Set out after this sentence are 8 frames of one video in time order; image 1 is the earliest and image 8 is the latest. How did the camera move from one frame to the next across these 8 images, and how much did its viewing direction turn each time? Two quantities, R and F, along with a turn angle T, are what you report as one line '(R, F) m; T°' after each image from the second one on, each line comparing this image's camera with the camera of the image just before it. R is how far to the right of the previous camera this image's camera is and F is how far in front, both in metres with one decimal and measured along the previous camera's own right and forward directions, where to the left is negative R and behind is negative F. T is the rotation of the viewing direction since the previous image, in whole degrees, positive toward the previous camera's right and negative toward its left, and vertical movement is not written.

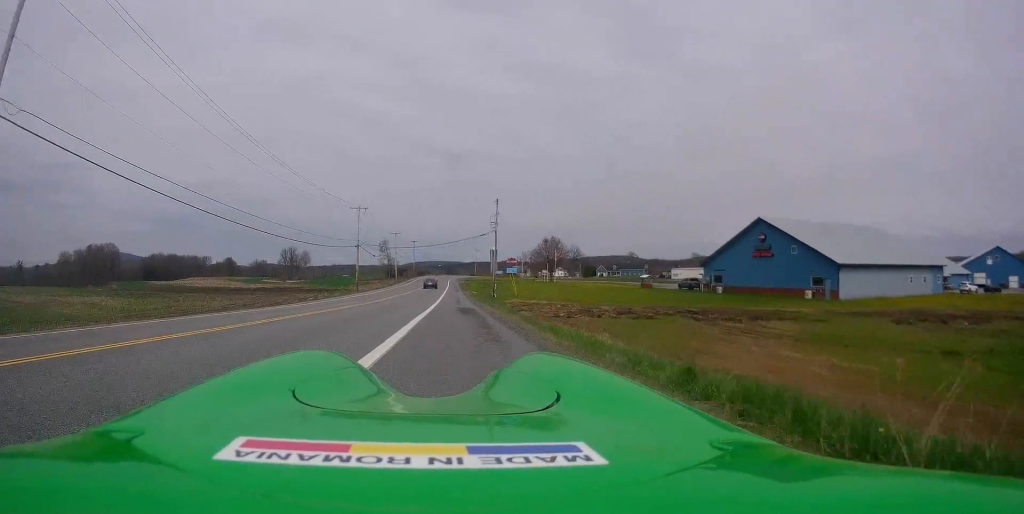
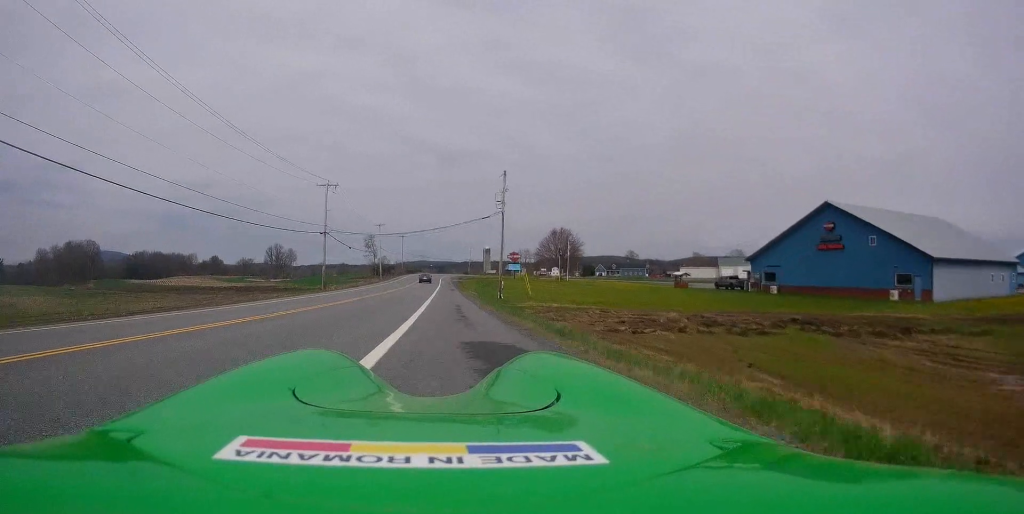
(+0.5, +17.0) m; +1°
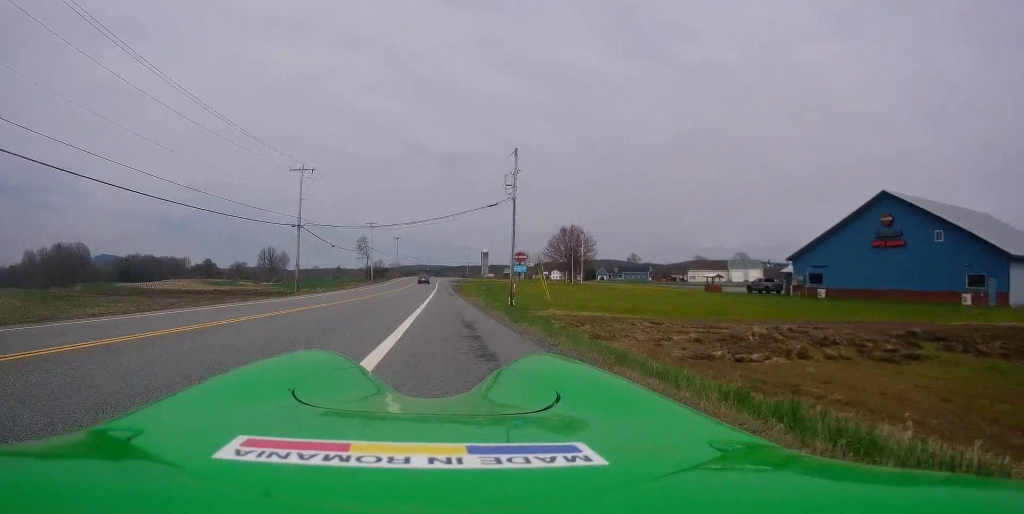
(+0.2, +10.8) m; 0°
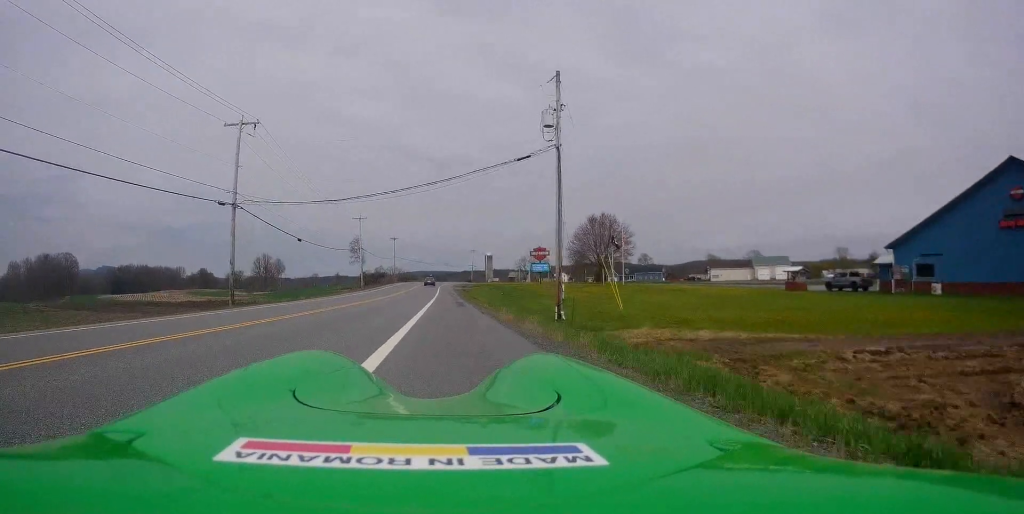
(-0.6, +16.6) m; -1°
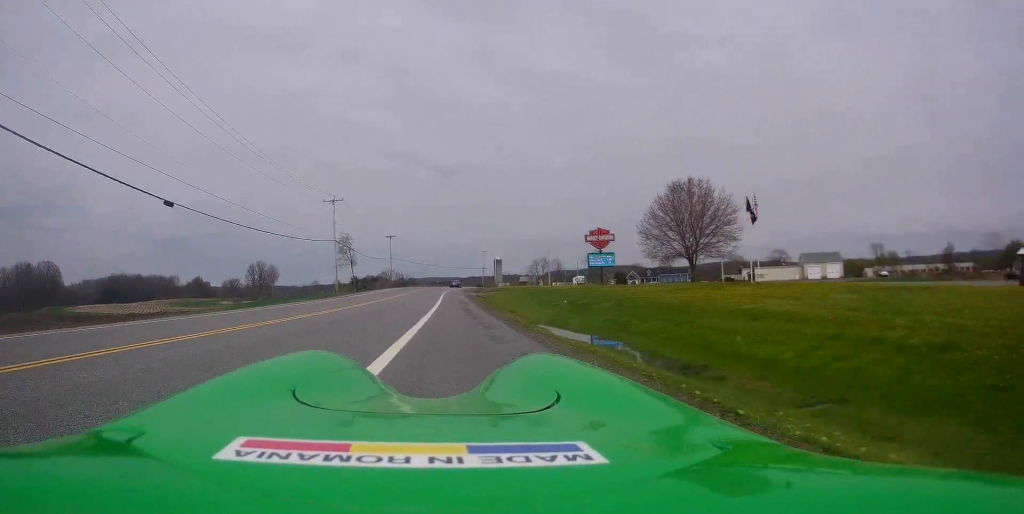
(+0.1, +26.2) m; +1°
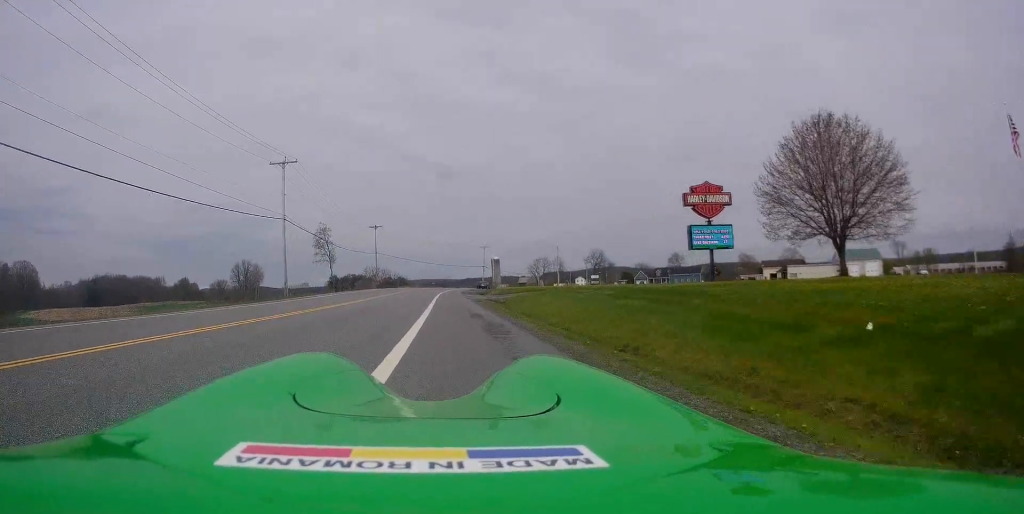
(+0.7, +20.4) m; 0°
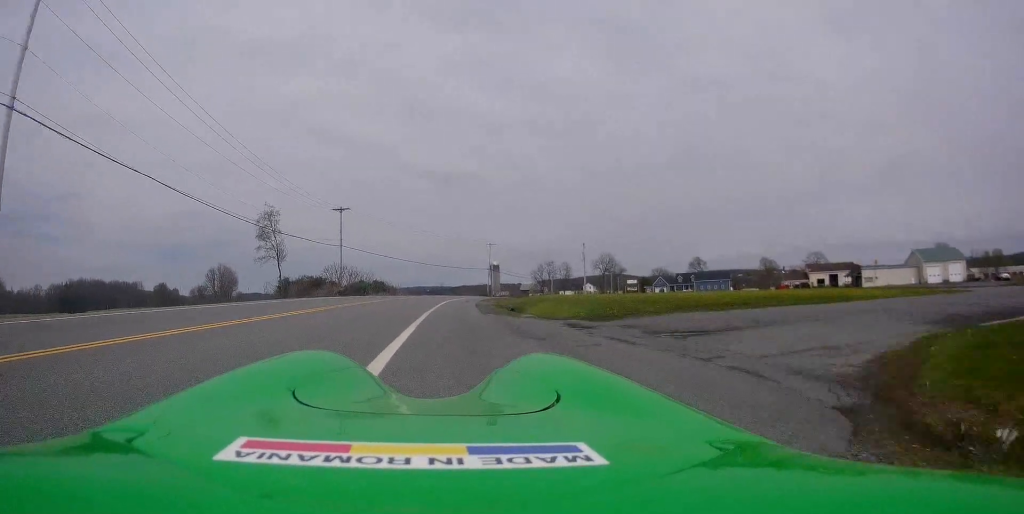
(-0.7, +33.7) m; 0°
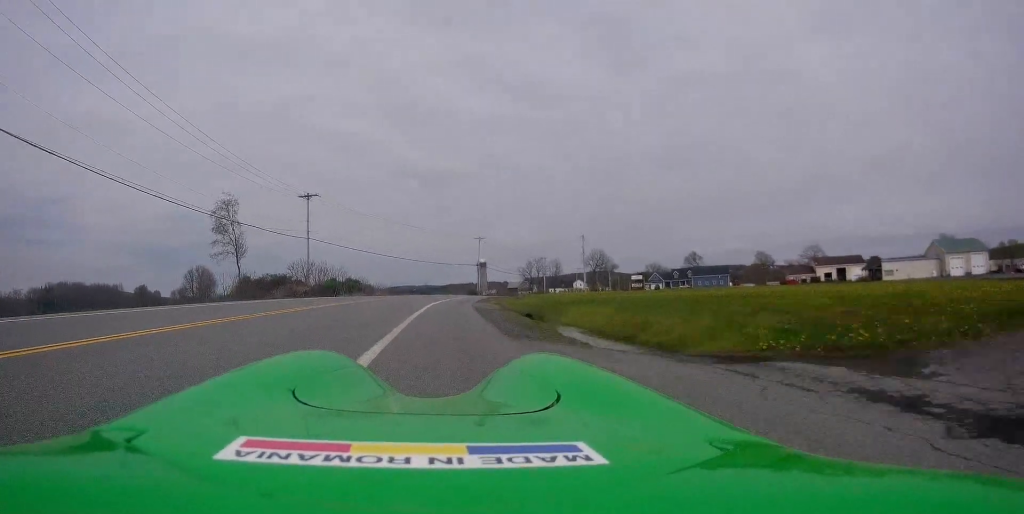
(0.0, +11.6) m; +1°
